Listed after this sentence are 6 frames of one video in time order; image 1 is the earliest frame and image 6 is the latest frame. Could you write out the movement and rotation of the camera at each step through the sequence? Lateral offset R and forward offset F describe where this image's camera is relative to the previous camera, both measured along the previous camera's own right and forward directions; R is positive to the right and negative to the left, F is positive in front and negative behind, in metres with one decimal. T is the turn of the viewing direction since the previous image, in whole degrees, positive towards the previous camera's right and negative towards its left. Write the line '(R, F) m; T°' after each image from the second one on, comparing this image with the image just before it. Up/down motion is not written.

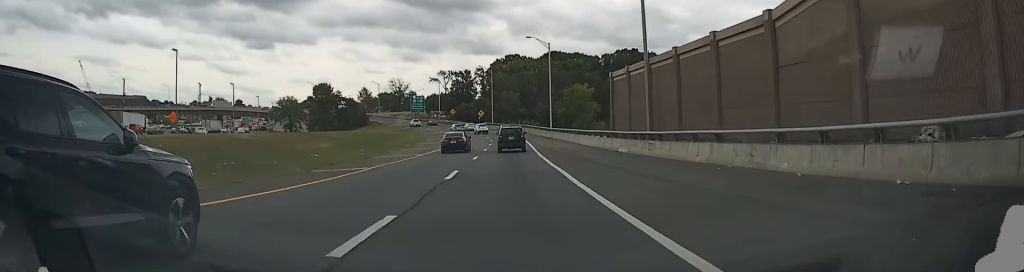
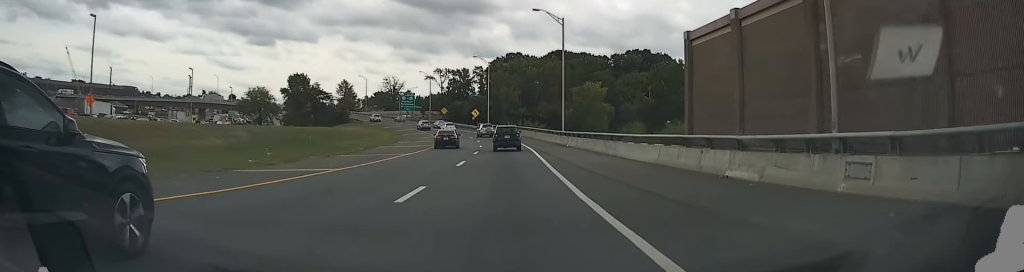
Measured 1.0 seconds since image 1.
(+0.4, +20.7) m; +1°
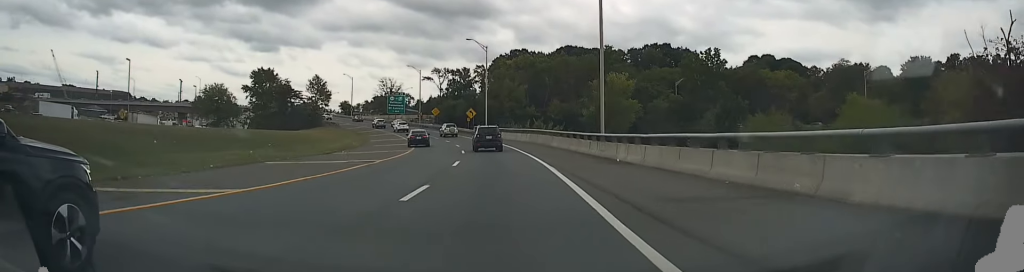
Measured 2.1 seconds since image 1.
(-0.1, +21.5) m; -1°
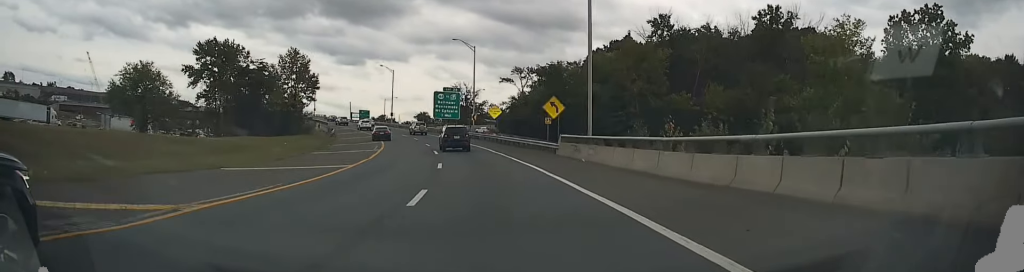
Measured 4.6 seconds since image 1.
(-1.8, +48.7) m; -6°
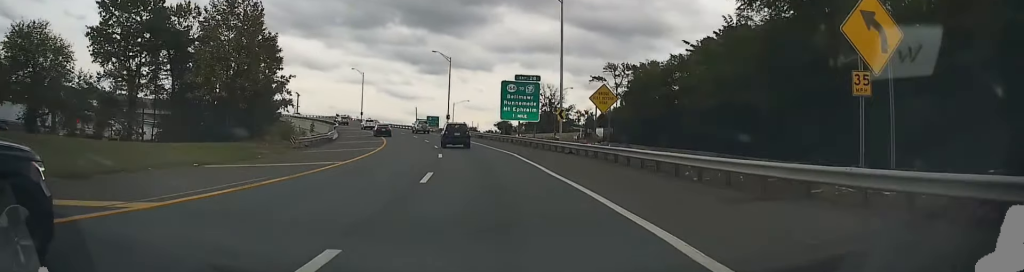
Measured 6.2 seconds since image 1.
(-1.8, +34.3) m; -6°
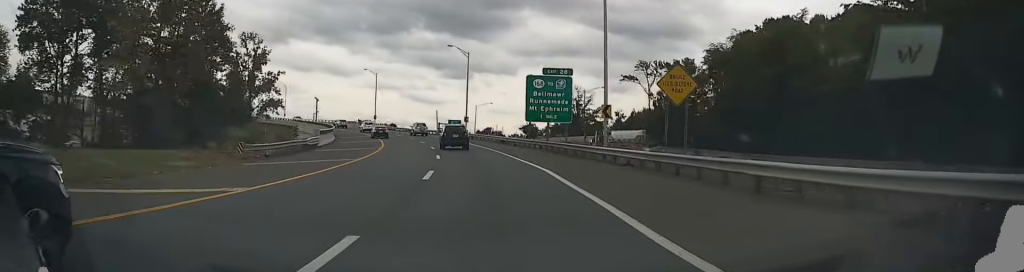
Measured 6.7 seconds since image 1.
(0.0, +10.5) m; -2°
